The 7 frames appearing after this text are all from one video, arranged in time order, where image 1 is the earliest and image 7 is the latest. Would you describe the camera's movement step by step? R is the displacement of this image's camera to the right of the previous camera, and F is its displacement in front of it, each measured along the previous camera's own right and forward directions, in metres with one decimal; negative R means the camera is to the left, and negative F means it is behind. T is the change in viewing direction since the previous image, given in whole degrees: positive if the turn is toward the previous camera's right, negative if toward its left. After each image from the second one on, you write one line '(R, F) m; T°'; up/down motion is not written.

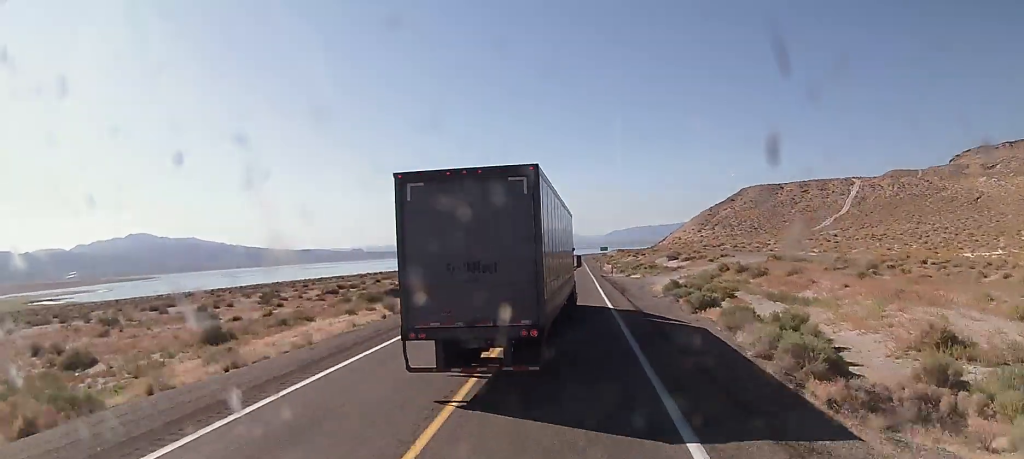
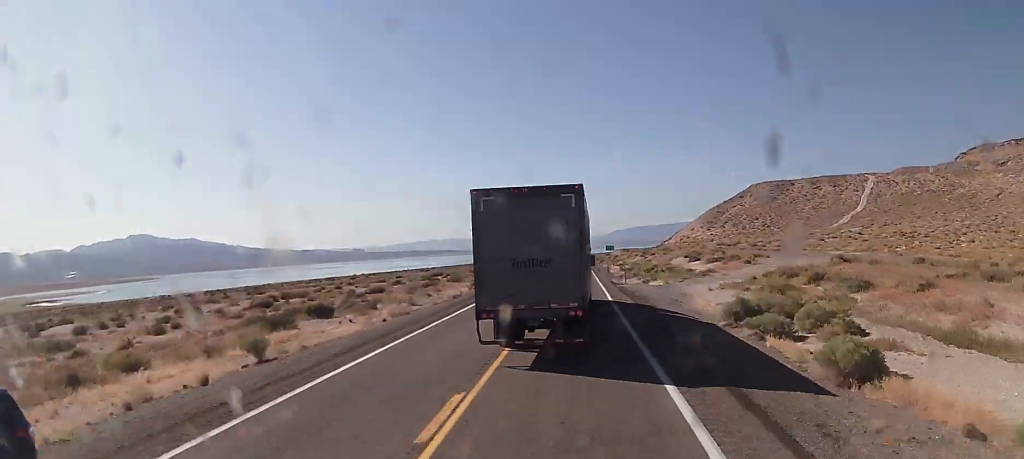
(+0.9, +18.7) m; 0°
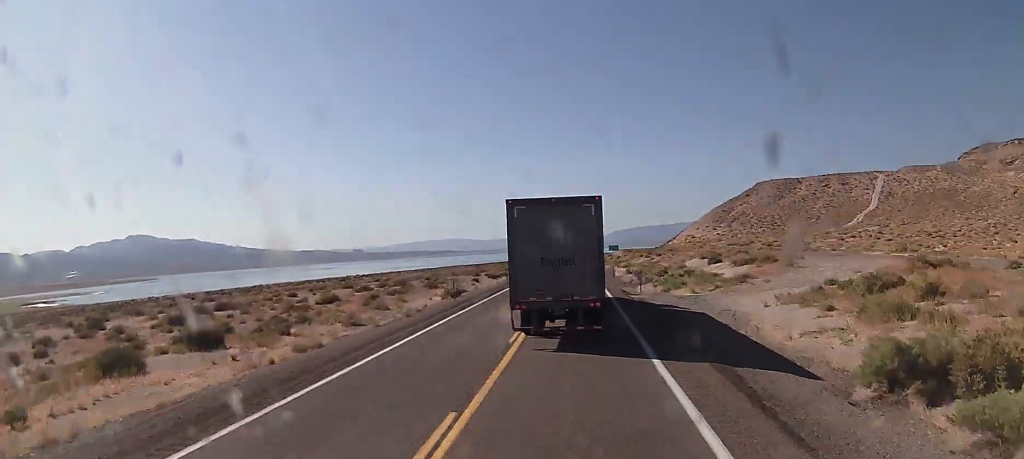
(-0.3, +14.5) m; -1°
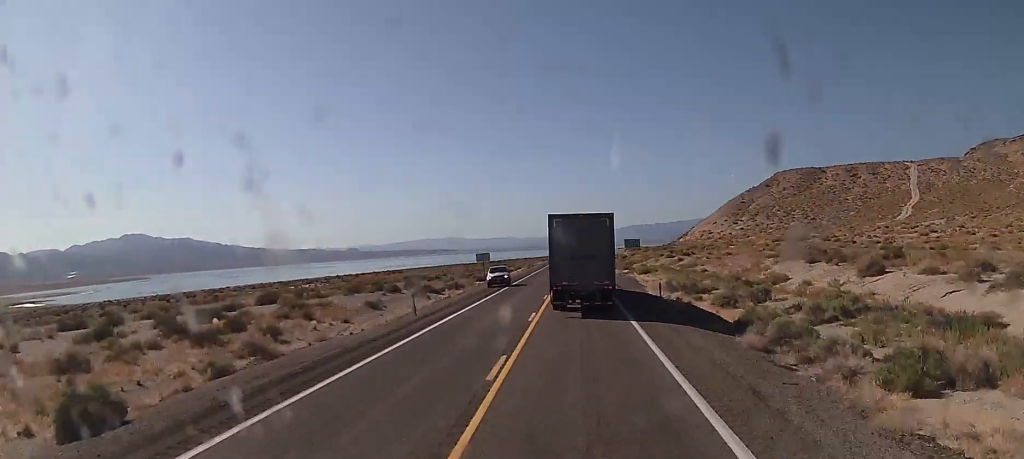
(-0.8, +43.9) m; 0°
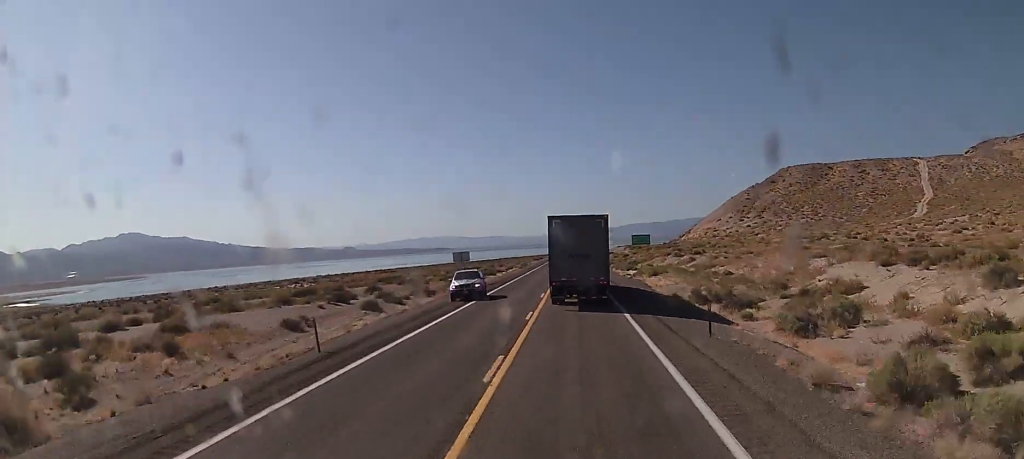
(0.0, +12.4) m; 0°
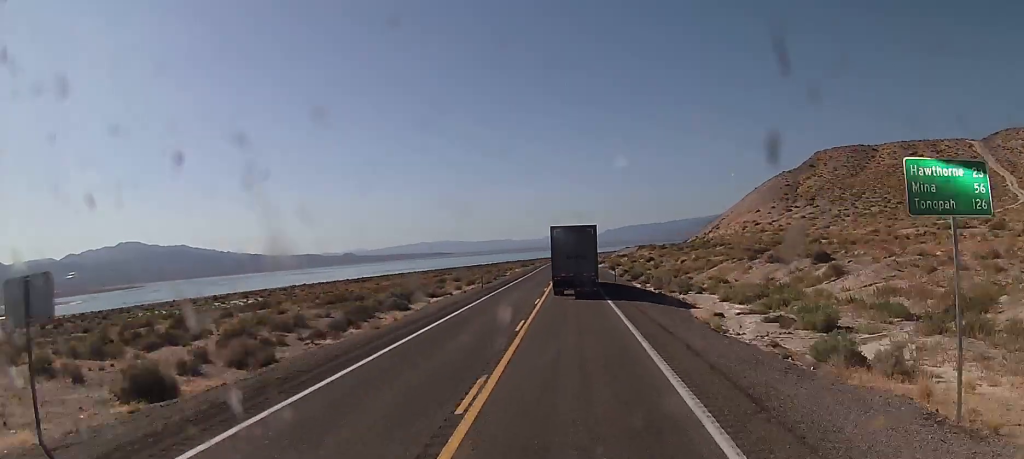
(-0.2, +51.0) m; 0°
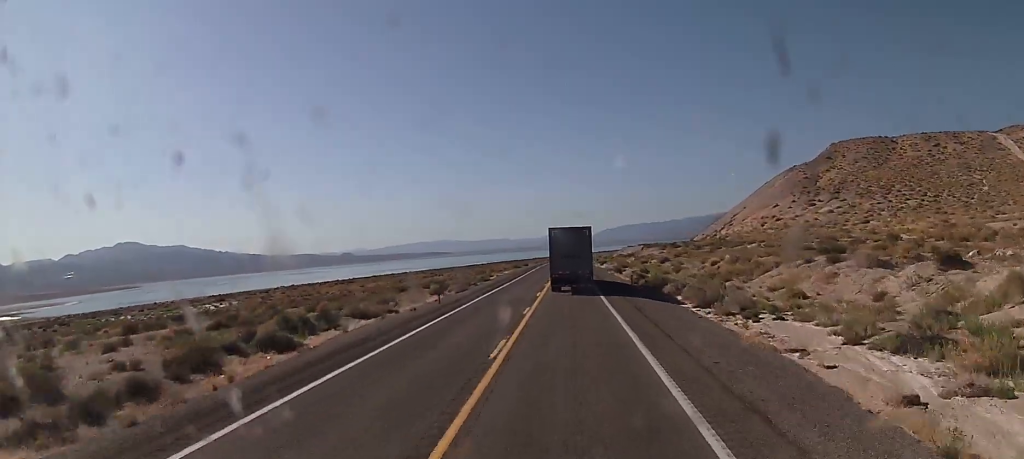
(+0.2, +18.9) m; 0°
